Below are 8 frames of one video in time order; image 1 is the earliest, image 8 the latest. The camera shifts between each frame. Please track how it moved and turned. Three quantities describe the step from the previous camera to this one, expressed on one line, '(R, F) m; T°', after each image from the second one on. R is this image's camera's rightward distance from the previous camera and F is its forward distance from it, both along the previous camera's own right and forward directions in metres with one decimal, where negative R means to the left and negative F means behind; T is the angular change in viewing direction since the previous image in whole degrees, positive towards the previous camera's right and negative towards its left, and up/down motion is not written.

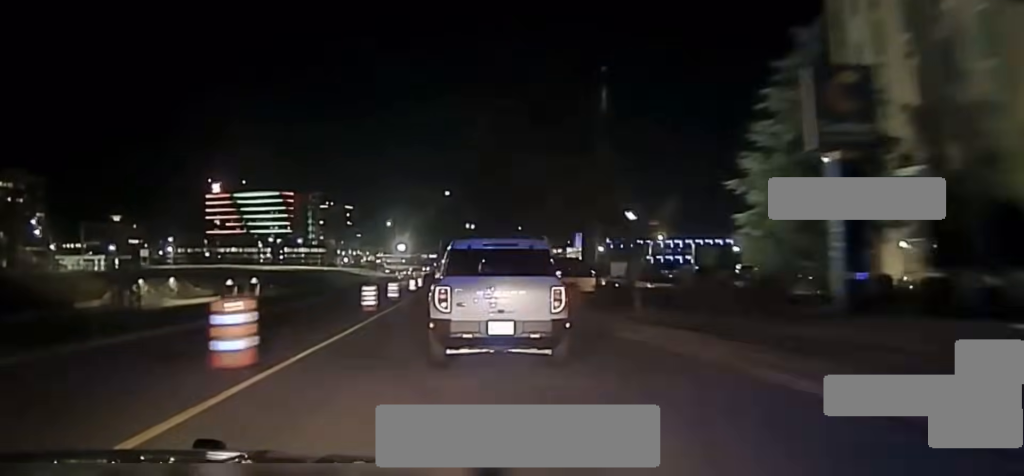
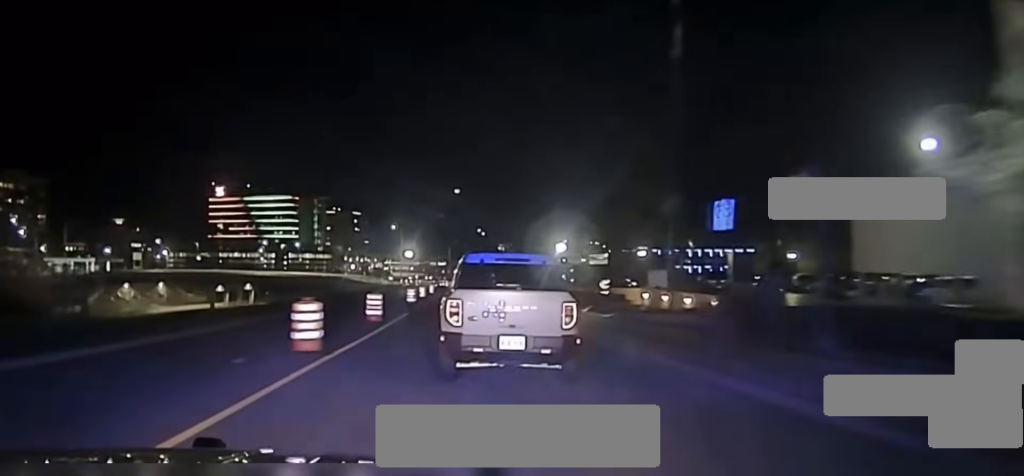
(-0.1, +14.5) m; 0°
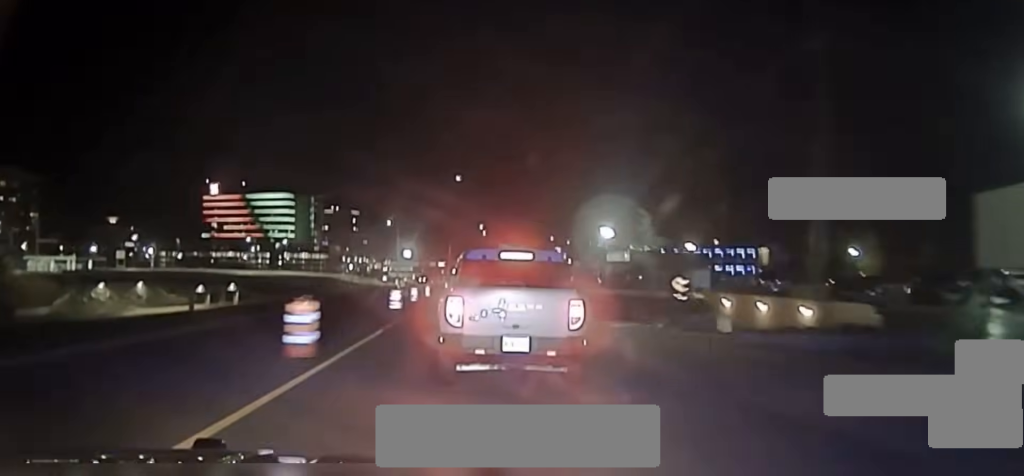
(-0.2, +13.4) m; 0°
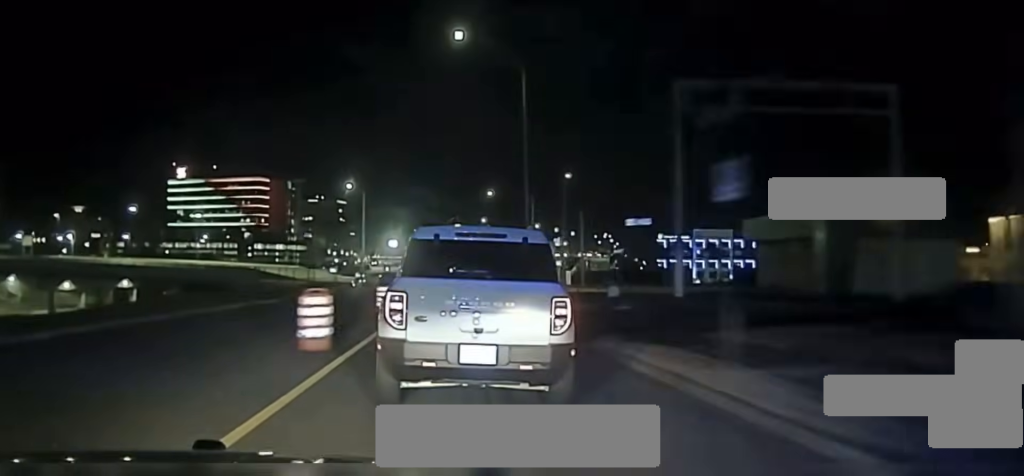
(+0.4, +54.7) m; +2°
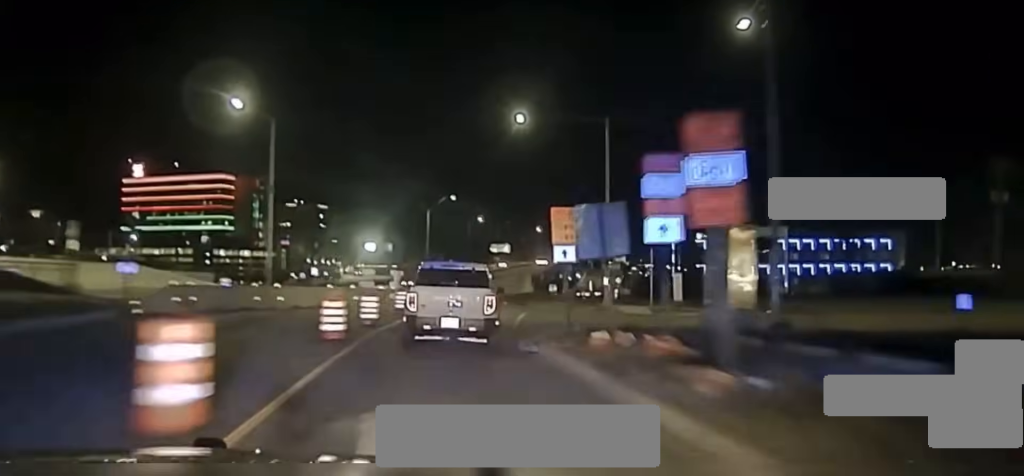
(+0.8, +53.0) m; +2°
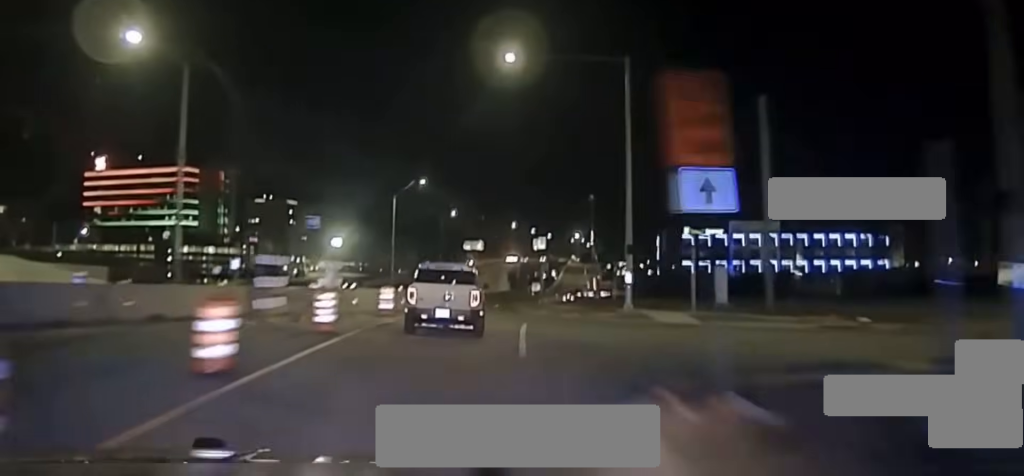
(+0.1, +13.3) m; +1°
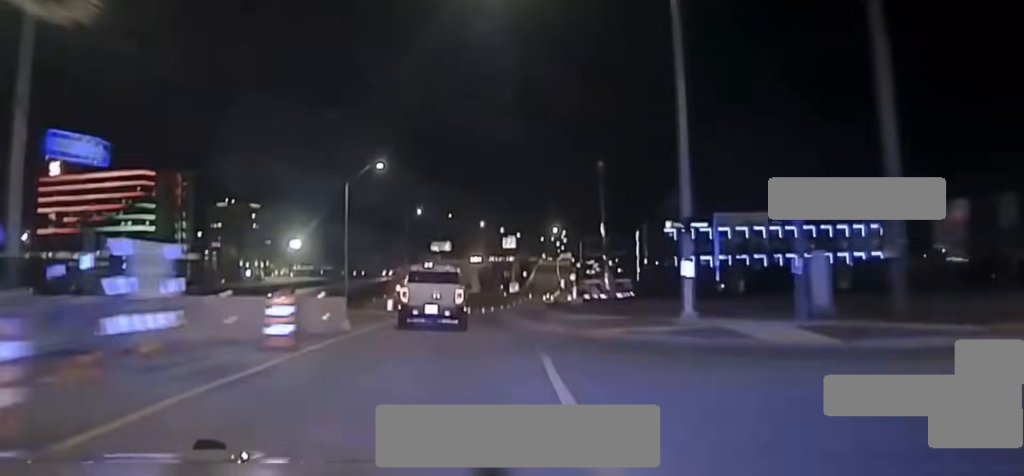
(+0.1, +14.0) m; +2°
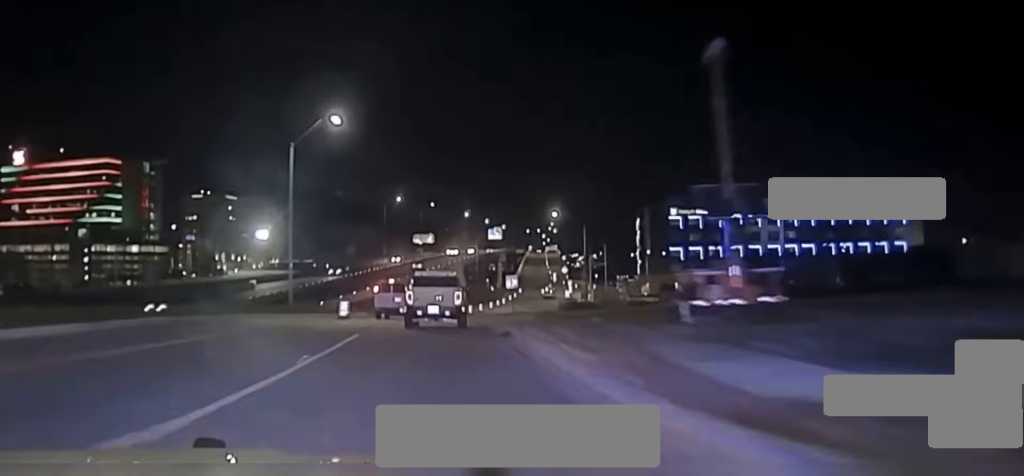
(+0.4, +19.7) m; +1°
